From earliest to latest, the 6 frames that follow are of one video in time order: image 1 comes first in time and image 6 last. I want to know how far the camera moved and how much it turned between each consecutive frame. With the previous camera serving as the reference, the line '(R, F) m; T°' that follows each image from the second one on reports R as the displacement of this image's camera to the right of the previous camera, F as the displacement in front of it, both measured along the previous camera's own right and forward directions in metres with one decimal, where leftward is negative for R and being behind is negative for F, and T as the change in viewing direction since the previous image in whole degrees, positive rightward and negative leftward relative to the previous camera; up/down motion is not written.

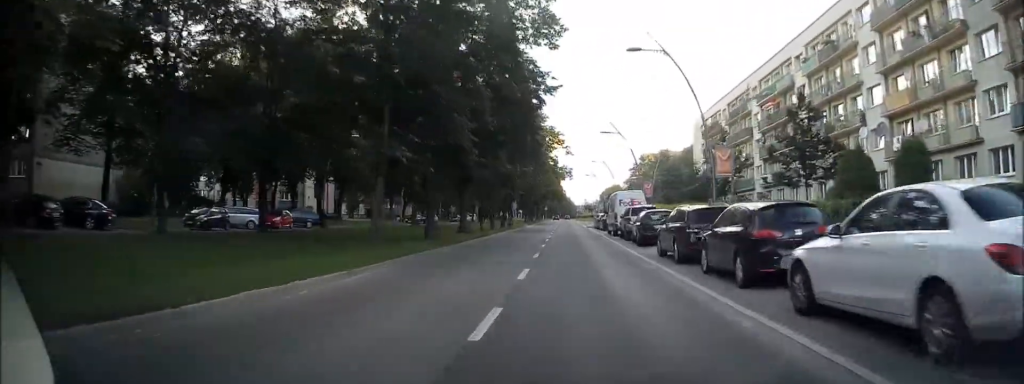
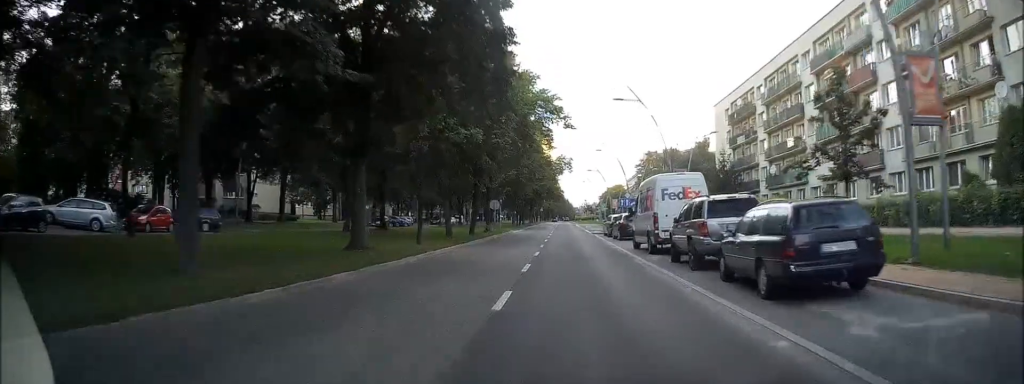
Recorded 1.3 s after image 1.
(+0.2, +16.1) m; 0°
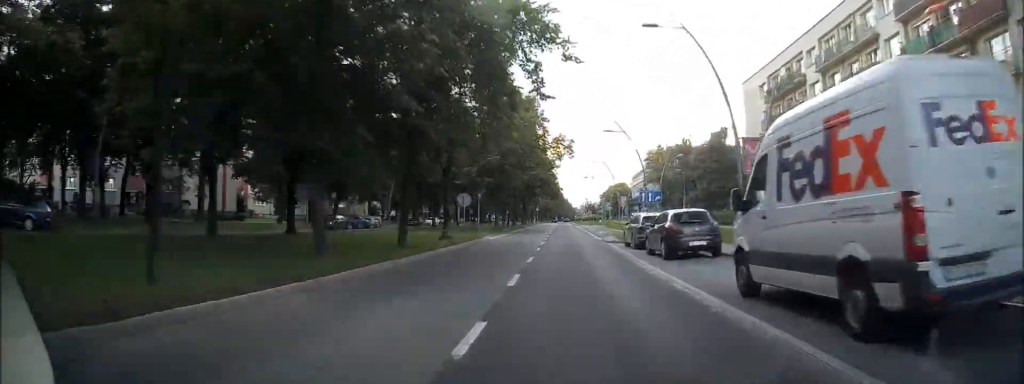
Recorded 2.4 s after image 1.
(-0.1, +15.0) m; 0°
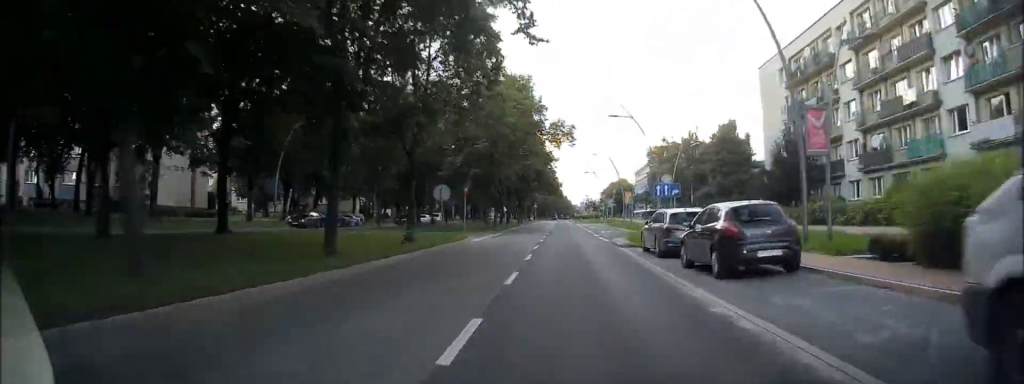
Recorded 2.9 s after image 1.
(0.0, +6.3) m; 0°
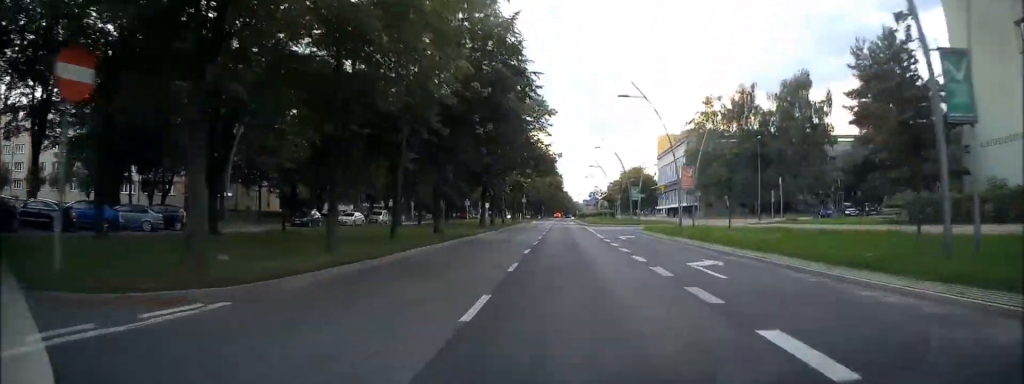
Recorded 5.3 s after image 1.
(+0.3, +34.3) m; 0°
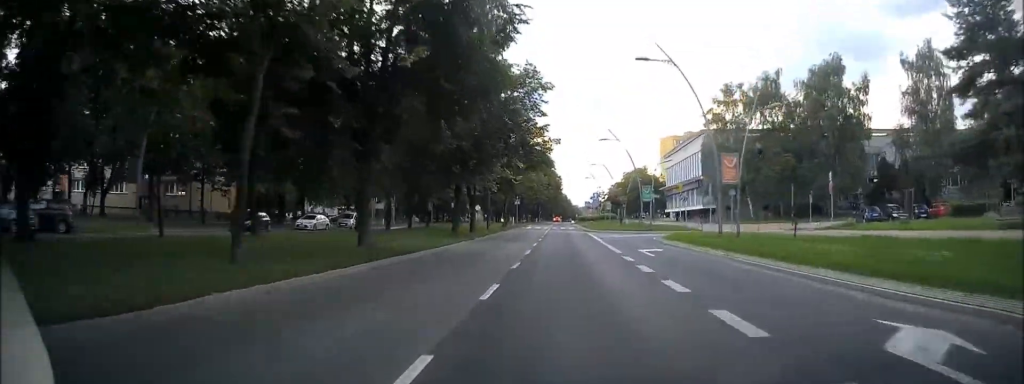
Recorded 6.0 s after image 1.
(0.0, +10.1) m; 0°
